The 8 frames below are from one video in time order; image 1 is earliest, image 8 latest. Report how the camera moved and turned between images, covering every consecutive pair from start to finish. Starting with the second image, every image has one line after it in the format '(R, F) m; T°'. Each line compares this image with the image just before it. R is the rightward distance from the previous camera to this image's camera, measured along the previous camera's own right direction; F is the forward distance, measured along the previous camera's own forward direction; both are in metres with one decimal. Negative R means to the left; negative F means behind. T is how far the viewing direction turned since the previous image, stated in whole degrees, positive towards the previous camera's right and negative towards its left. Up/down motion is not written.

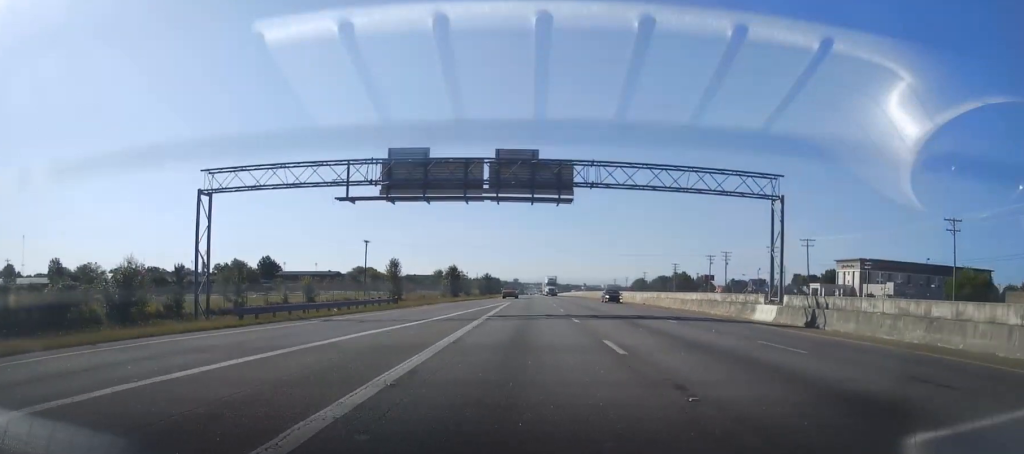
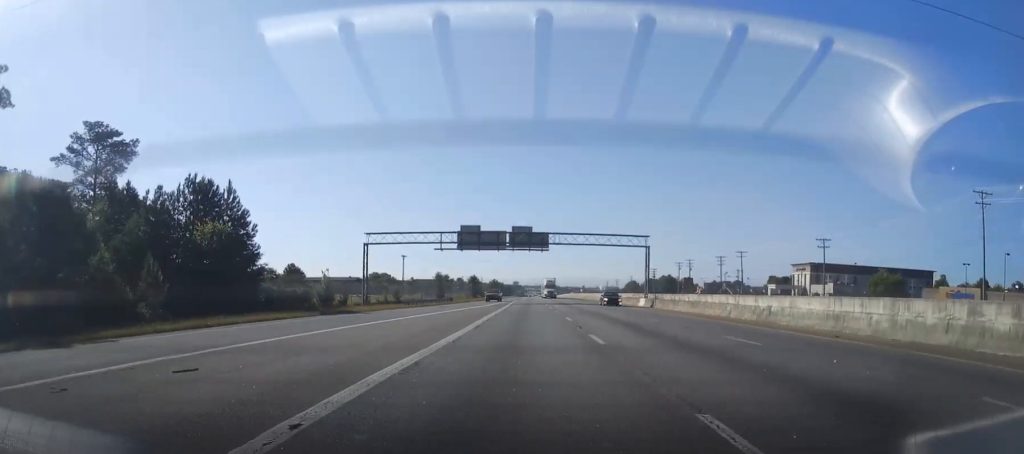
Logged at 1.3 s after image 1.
(-0.6, +39.2) m; -1°
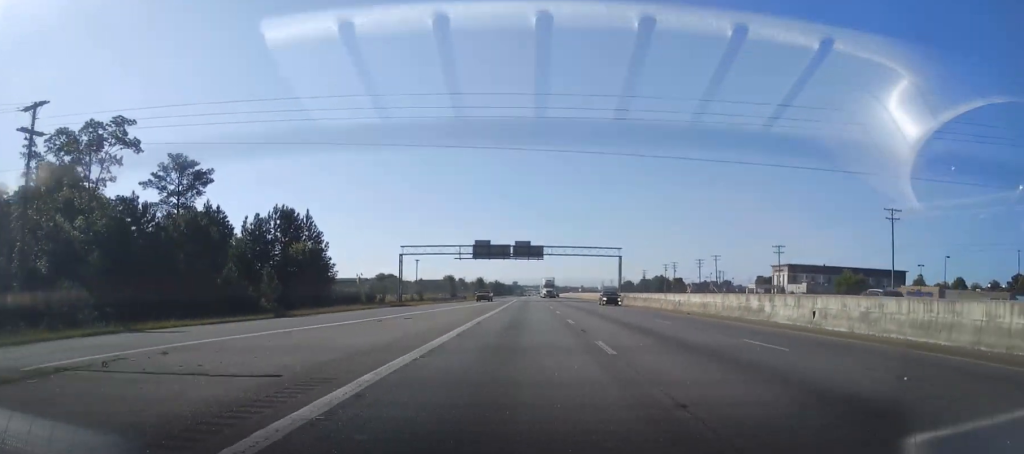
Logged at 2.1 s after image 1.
(-0.1, +21.5) m; +1°
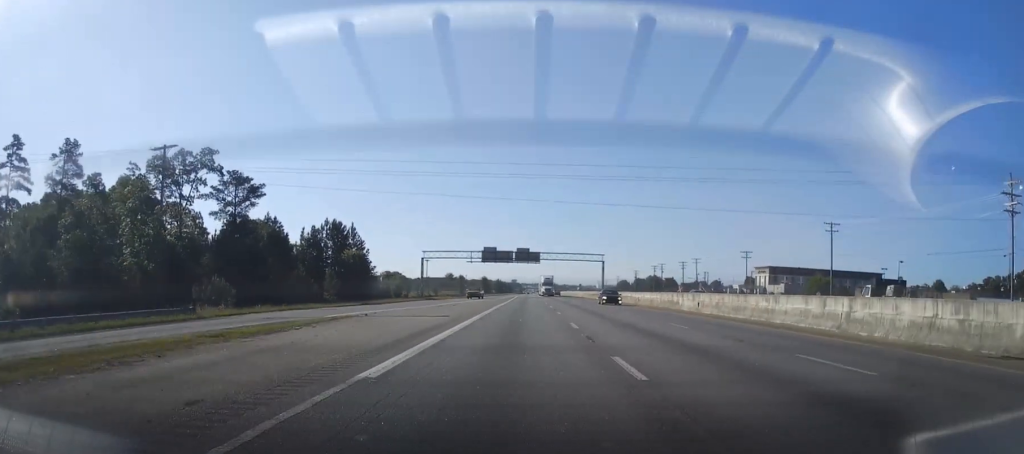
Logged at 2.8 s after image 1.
(+0.2, +21.3) m; +1°
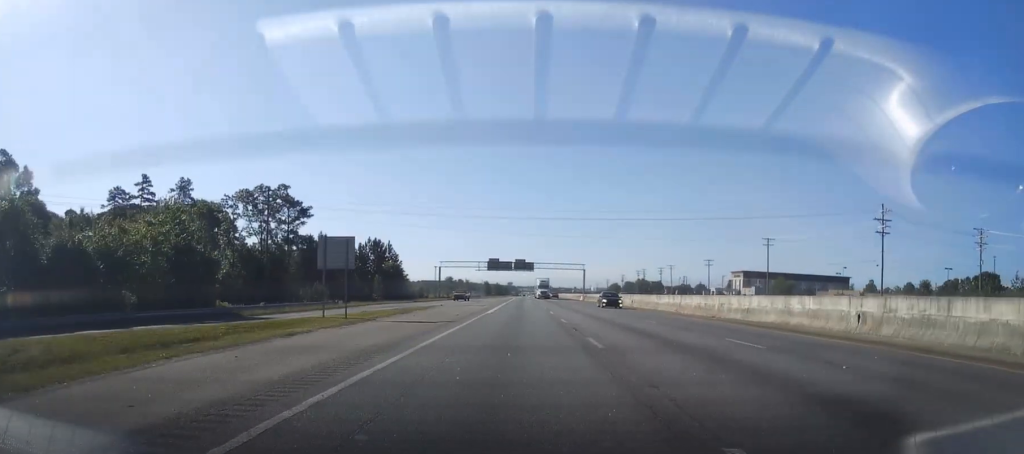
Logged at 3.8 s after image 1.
(+0.6, +28.9) m; 0°
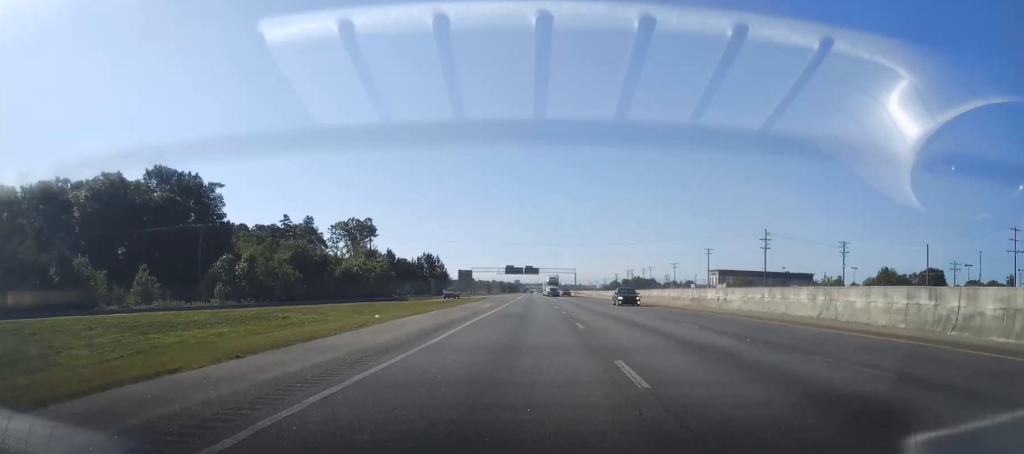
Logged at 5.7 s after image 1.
(-1.0, +55.0) m; -1°
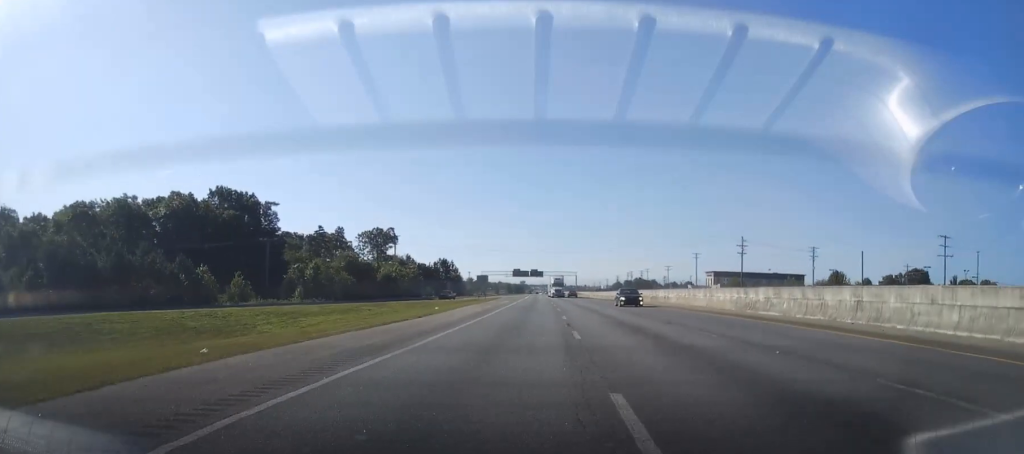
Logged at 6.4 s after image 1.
(0.0, +20.3) m; 0°
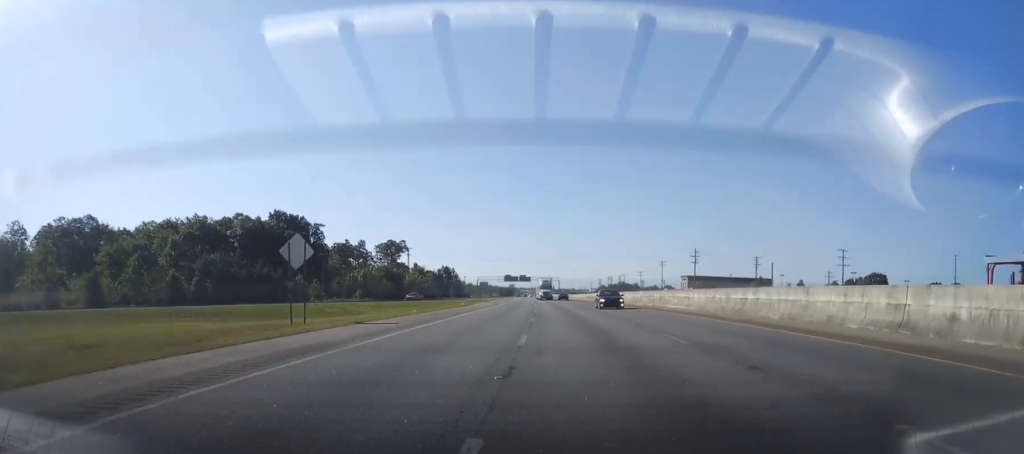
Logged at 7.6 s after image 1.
(0.0, +35.0) m; 0°
